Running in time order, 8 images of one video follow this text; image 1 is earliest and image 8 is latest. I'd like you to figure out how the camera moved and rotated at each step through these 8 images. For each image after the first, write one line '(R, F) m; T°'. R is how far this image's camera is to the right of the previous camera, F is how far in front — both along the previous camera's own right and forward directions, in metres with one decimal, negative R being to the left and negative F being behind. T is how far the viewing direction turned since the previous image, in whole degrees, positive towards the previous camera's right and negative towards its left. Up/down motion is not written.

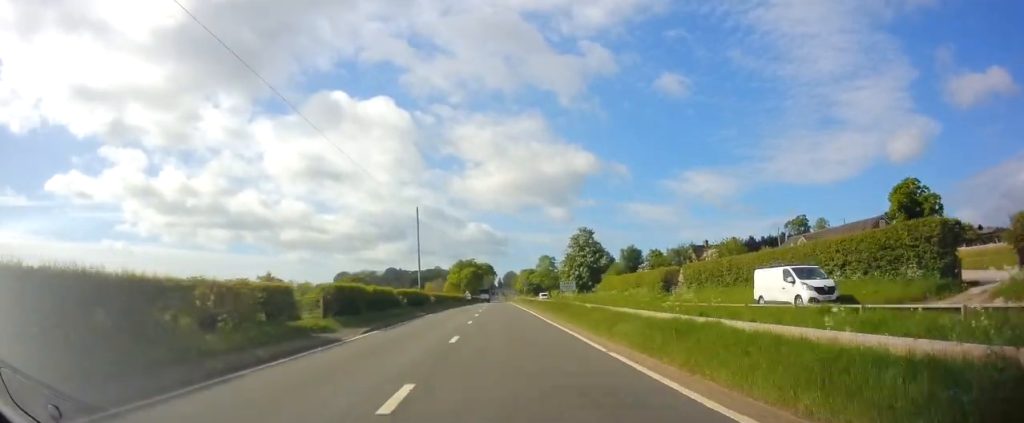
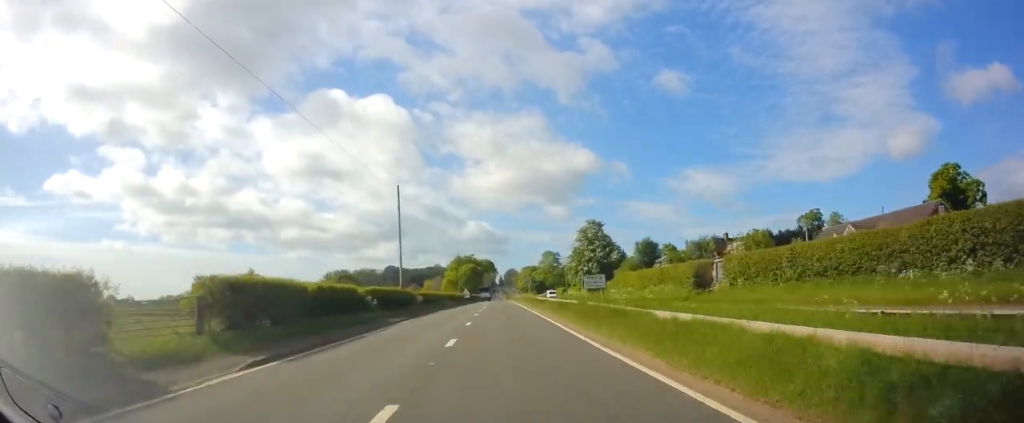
(+0.1, +10.2) m; 0°
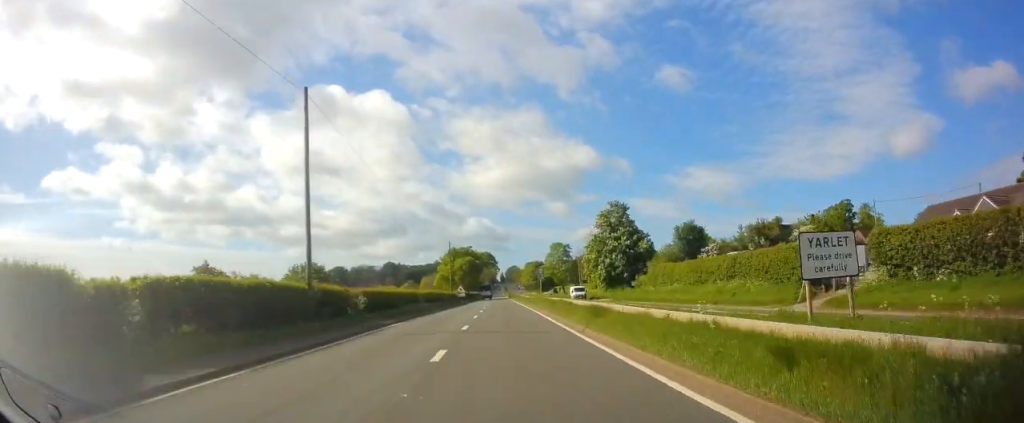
(-0.1, +20.5) m; 0°
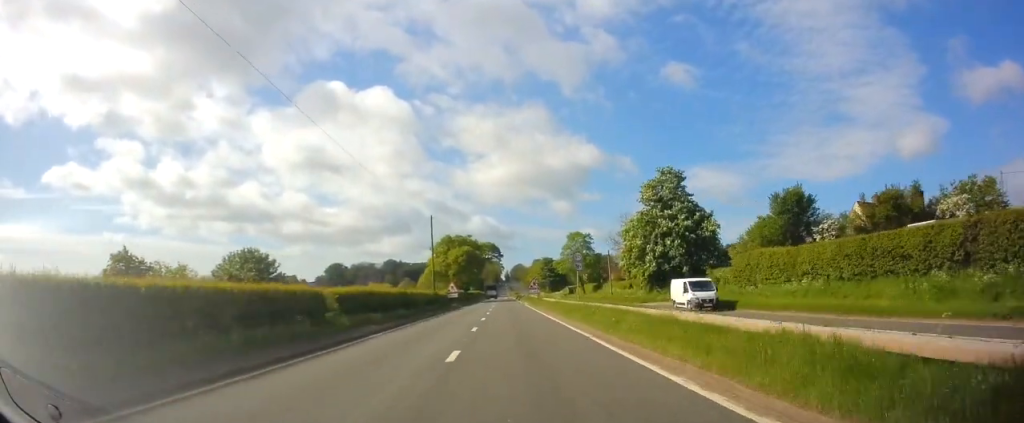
(-0.1, +25.9) m; 0°
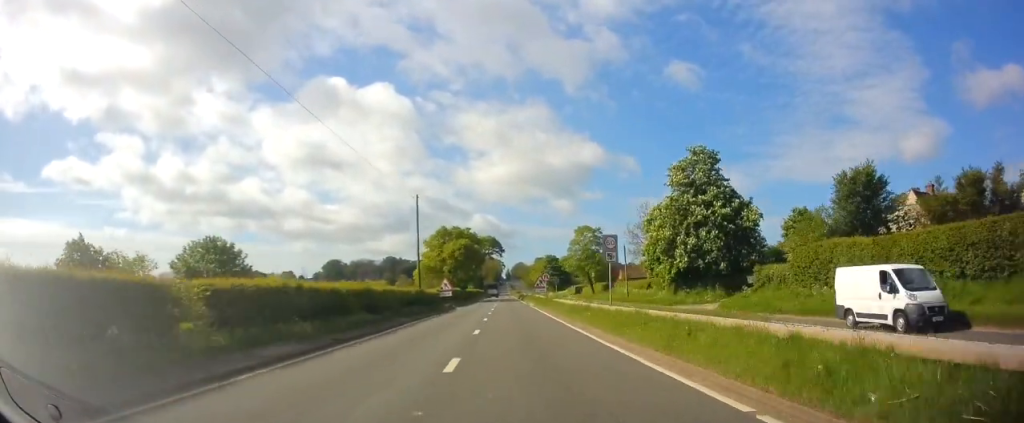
(+0.1, +10.1) m; 0°
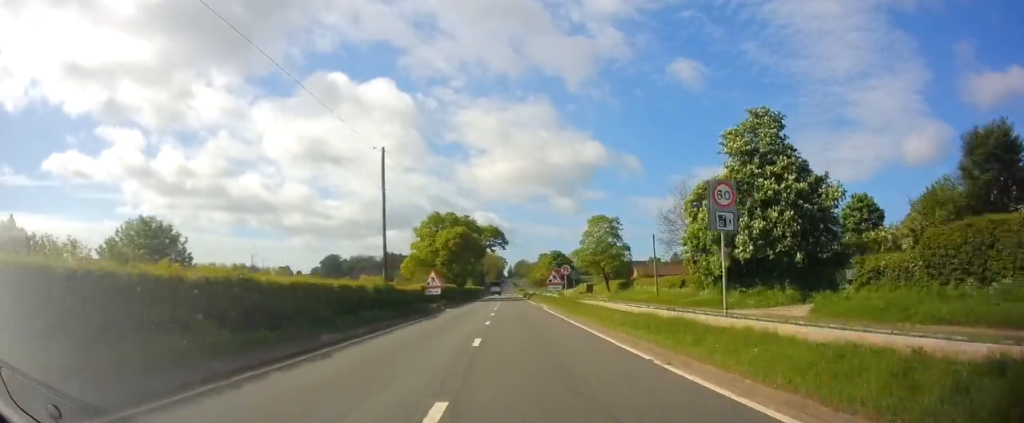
(-0.1, +13.2) m; -1°
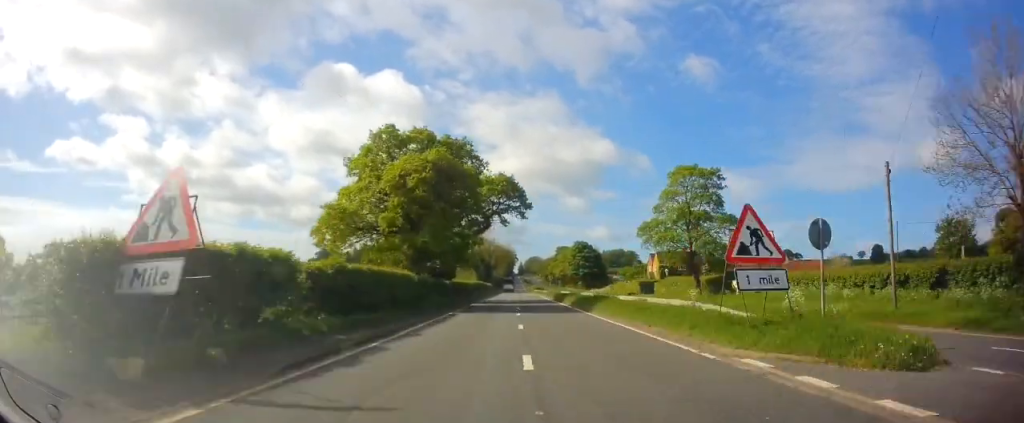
(-0.4, +38.9) m; 0°
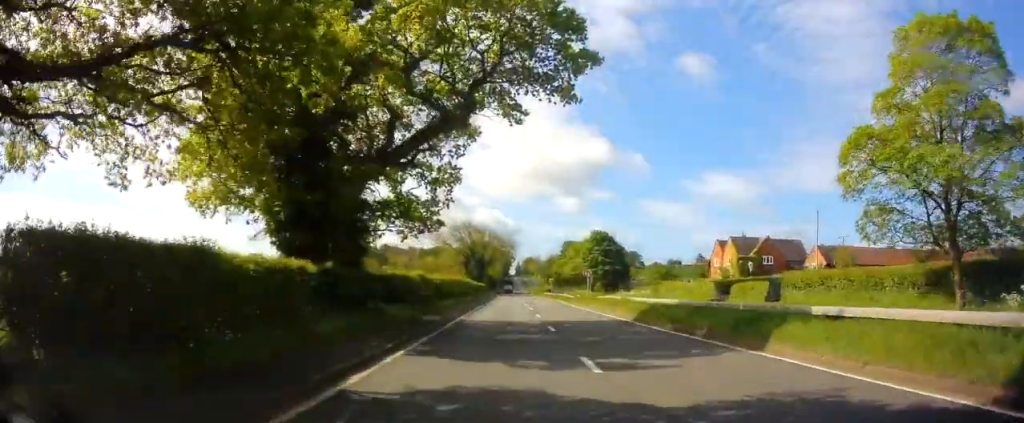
(0.0, +34.9) m; 0°
